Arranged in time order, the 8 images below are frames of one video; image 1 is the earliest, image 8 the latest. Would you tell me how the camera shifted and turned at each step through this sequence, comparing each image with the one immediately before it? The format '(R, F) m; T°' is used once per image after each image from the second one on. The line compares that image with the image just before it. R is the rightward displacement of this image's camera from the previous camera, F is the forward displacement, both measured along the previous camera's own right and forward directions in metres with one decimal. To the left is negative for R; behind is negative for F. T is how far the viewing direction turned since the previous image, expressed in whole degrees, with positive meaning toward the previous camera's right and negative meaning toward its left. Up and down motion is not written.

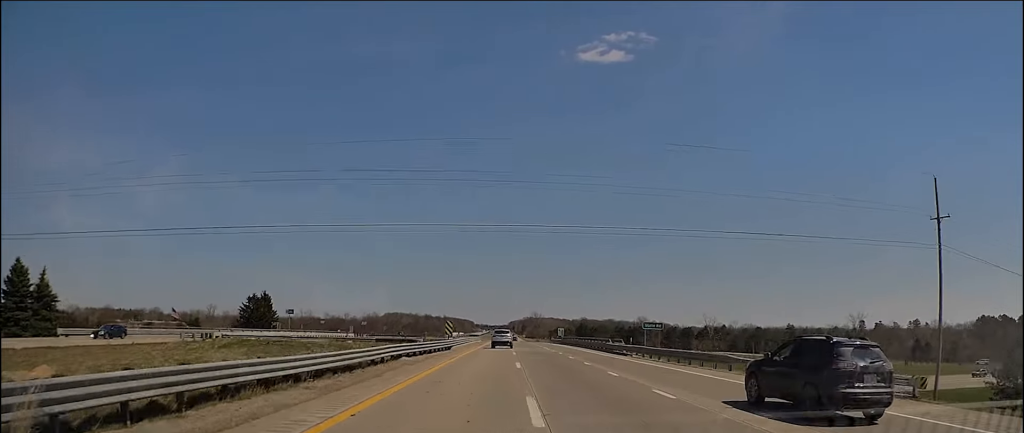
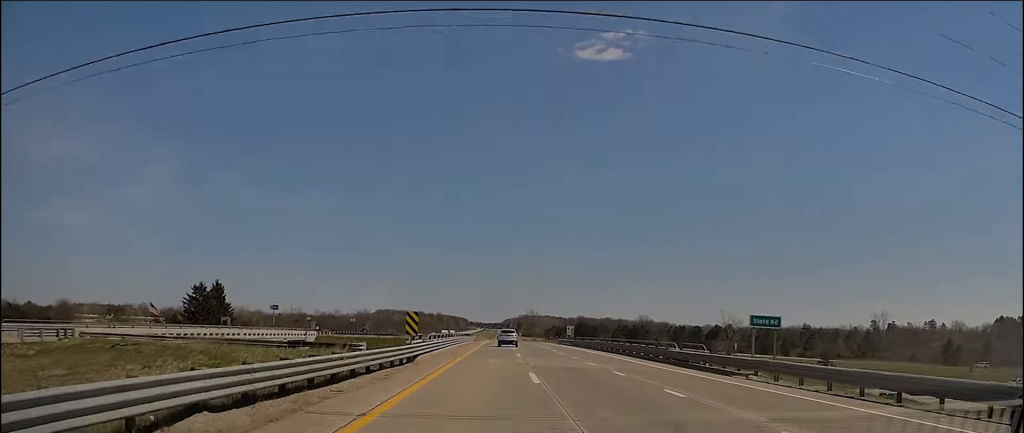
(-0.5, +22.3) m; 0°
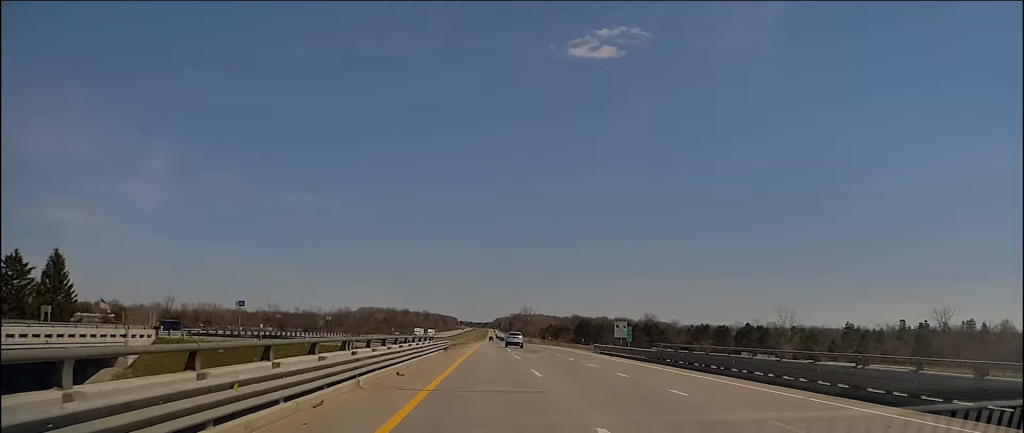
(+0.7, +45.8) m; +1°
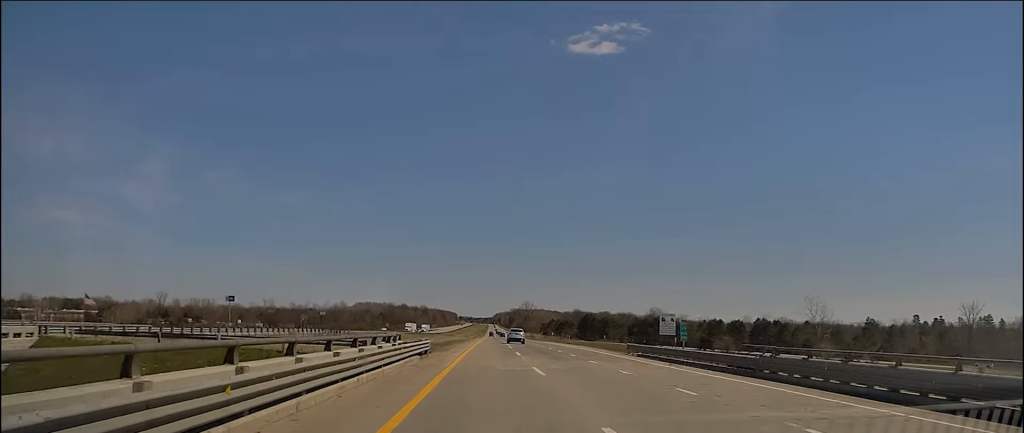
(0.0, +15.7) m; 0°
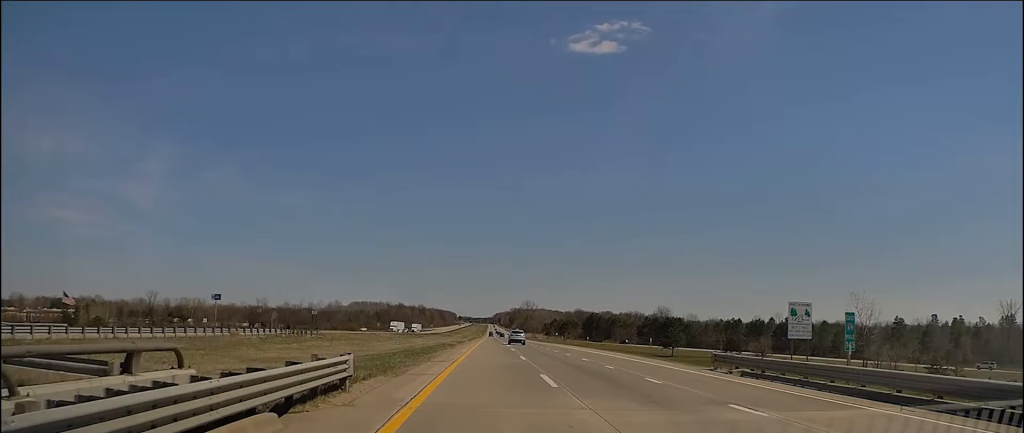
(0.0, +19.5) m; 0°
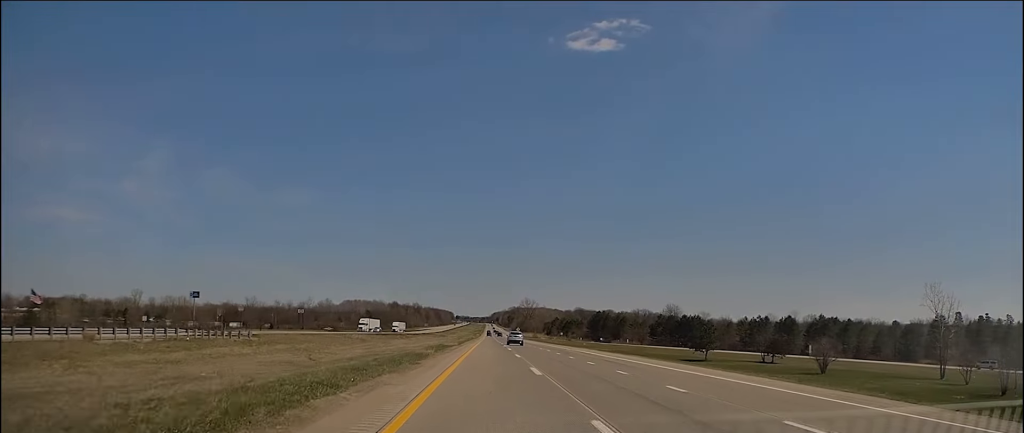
(0.0, +25.4) m; +1°
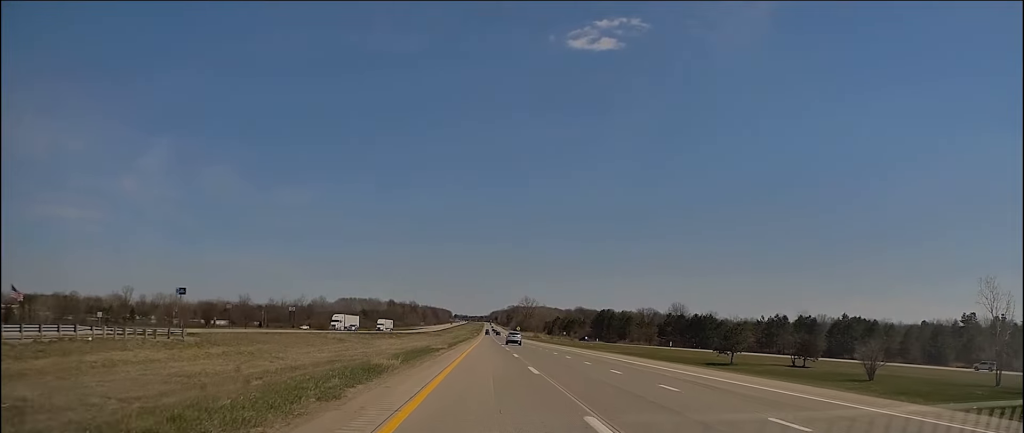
(+0.1, +14.6) m; 0°
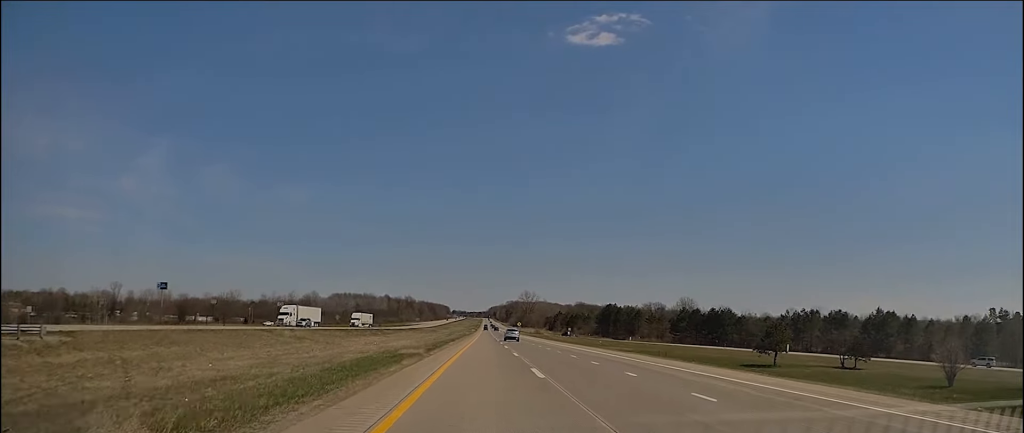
(+0.4, +18.4) m; 0°
